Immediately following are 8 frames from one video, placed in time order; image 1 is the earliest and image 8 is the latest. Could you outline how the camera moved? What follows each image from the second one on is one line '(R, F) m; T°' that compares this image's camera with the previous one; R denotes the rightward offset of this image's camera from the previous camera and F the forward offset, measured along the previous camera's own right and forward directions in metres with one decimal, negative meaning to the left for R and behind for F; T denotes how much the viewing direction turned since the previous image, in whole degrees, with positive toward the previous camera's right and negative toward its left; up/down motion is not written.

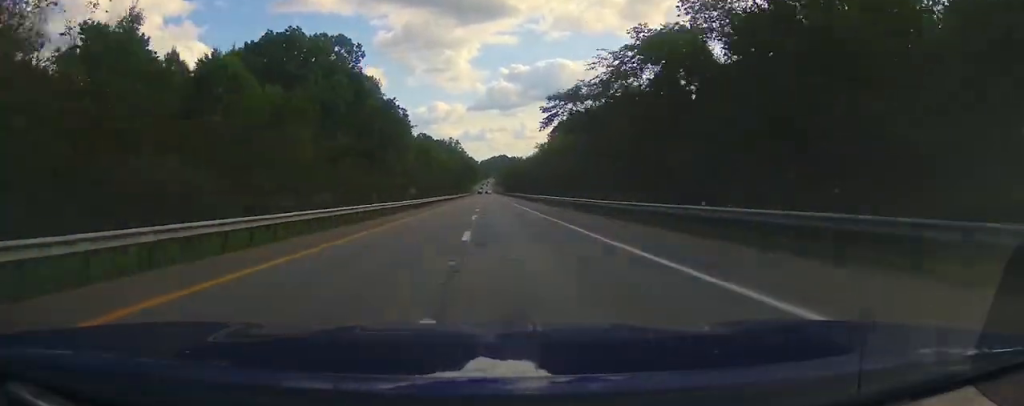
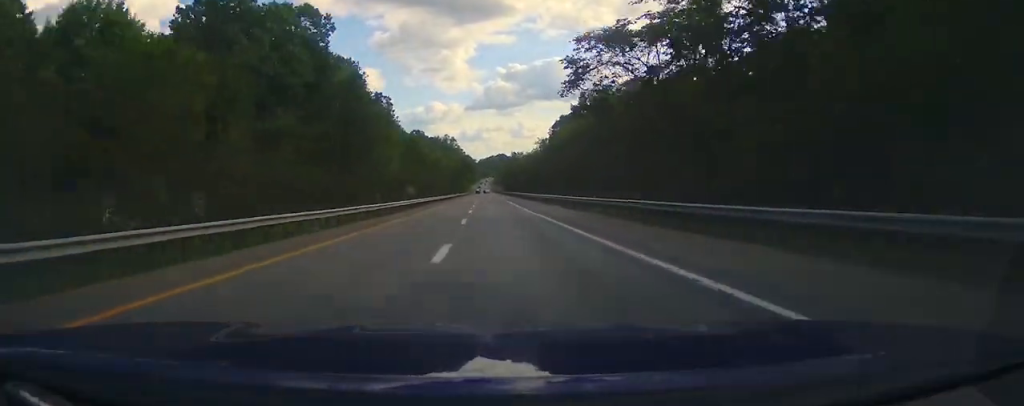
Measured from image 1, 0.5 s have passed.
(+0.1, +16.8) m; 0°
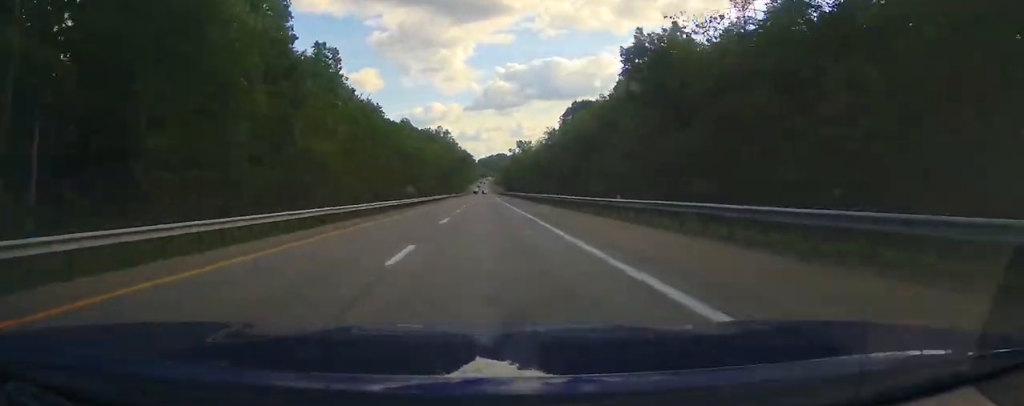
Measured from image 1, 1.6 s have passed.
(+0.1, +37.0) m; 0°
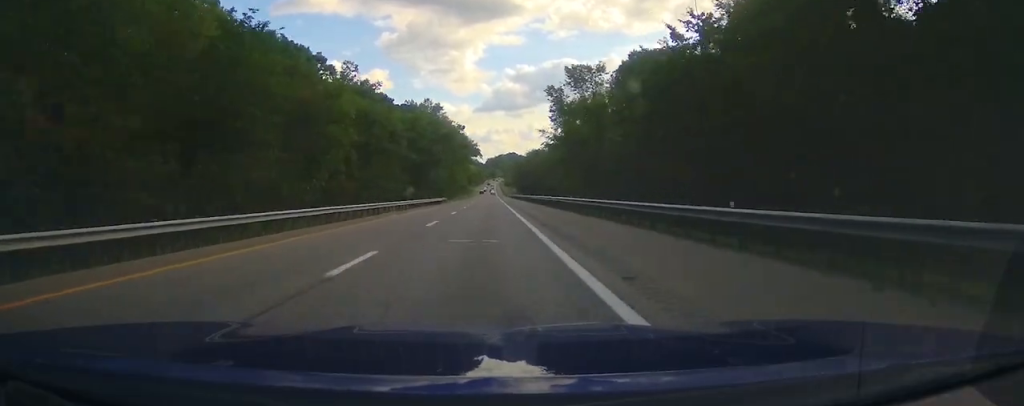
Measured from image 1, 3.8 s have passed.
(-0.6, +74.5) m; -1°
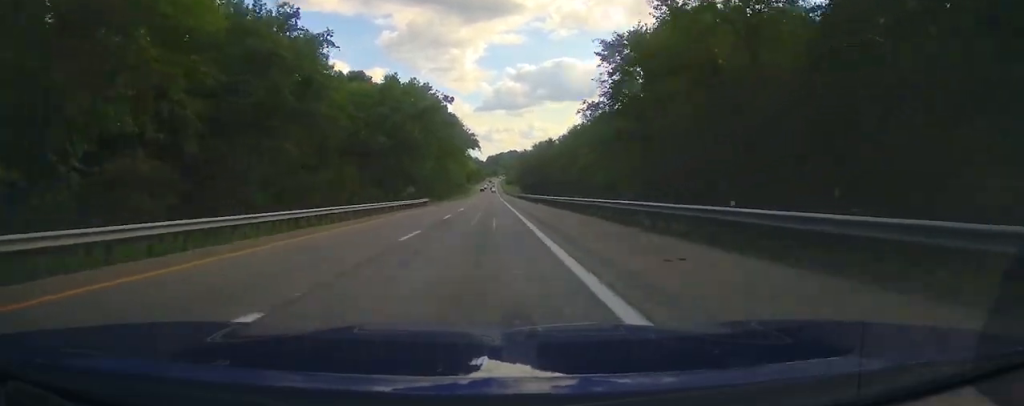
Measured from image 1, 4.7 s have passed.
(0.0, +30.4) m; -1°
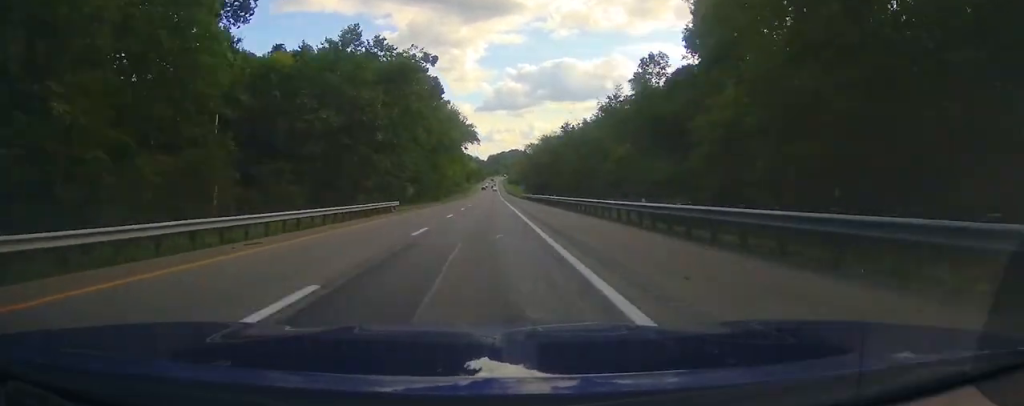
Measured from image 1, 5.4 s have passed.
(-0.3, +22.5) m; 0°
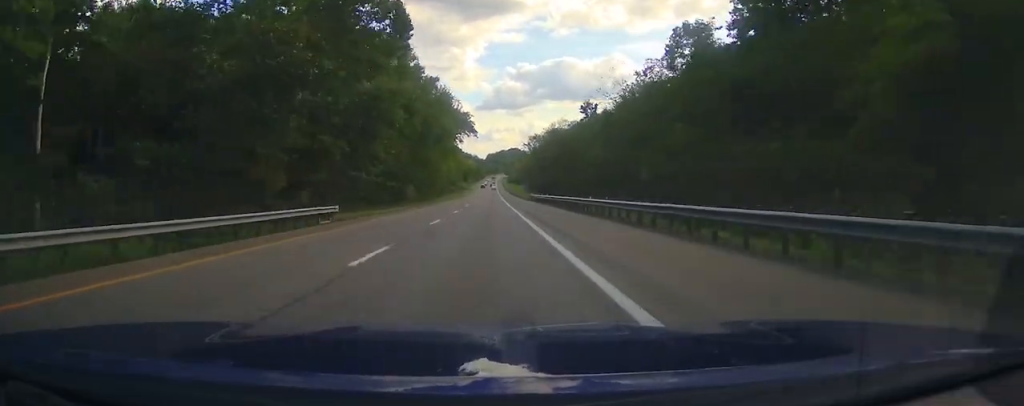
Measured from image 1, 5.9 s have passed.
(-0.1, +19.1) m; 0°
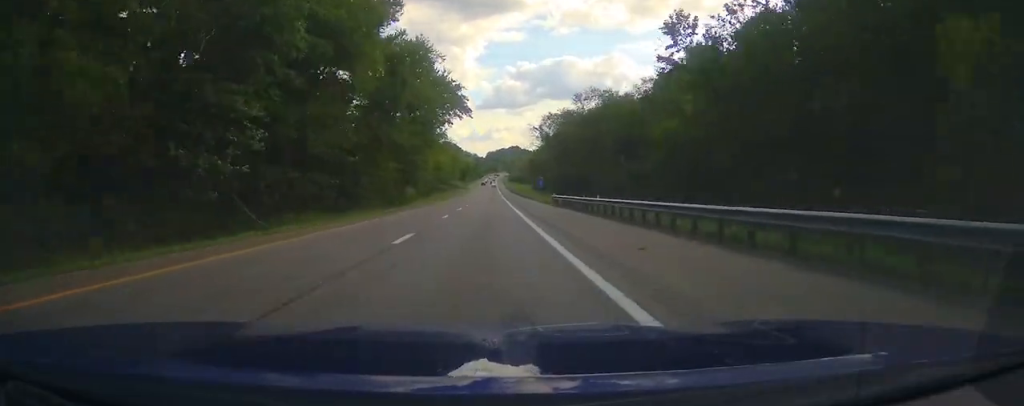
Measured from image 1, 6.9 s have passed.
(+0.3, +32.7) m; 0°
